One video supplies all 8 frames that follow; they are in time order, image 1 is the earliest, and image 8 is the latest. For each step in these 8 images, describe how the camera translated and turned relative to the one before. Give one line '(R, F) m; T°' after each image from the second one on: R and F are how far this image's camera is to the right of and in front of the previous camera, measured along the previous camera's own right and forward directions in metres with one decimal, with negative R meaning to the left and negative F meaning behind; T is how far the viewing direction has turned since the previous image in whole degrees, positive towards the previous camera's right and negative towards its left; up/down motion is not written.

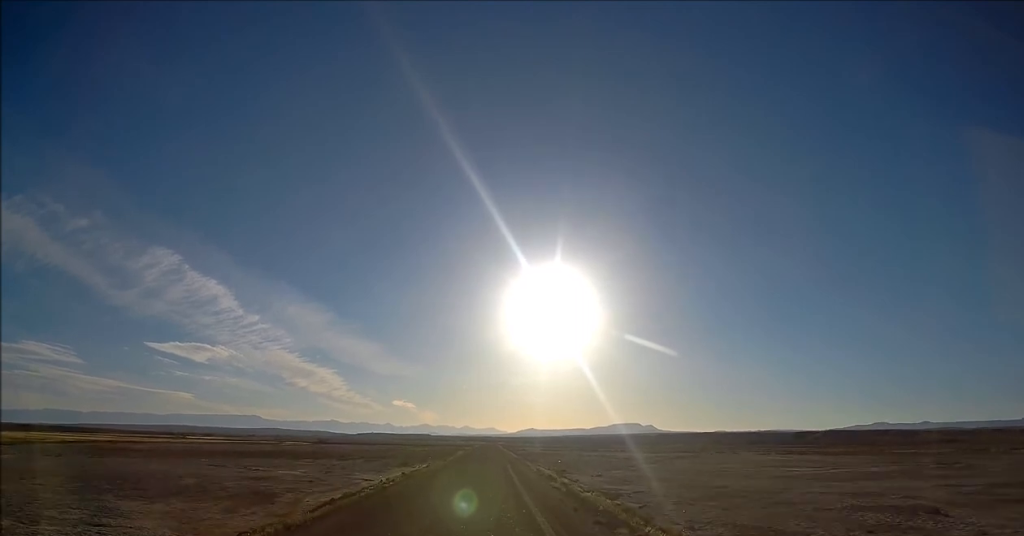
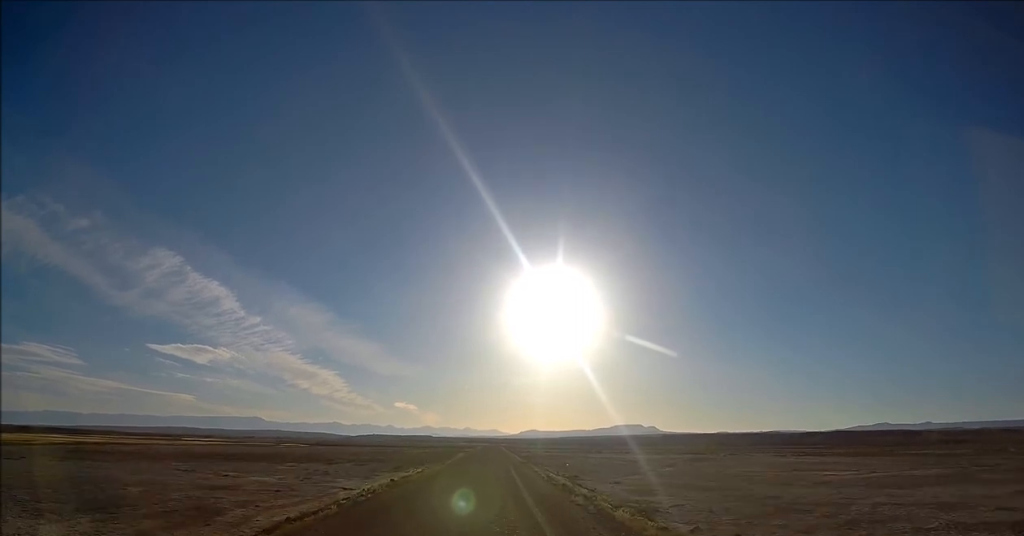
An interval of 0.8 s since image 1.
(0.0, +8.0) m; 0°
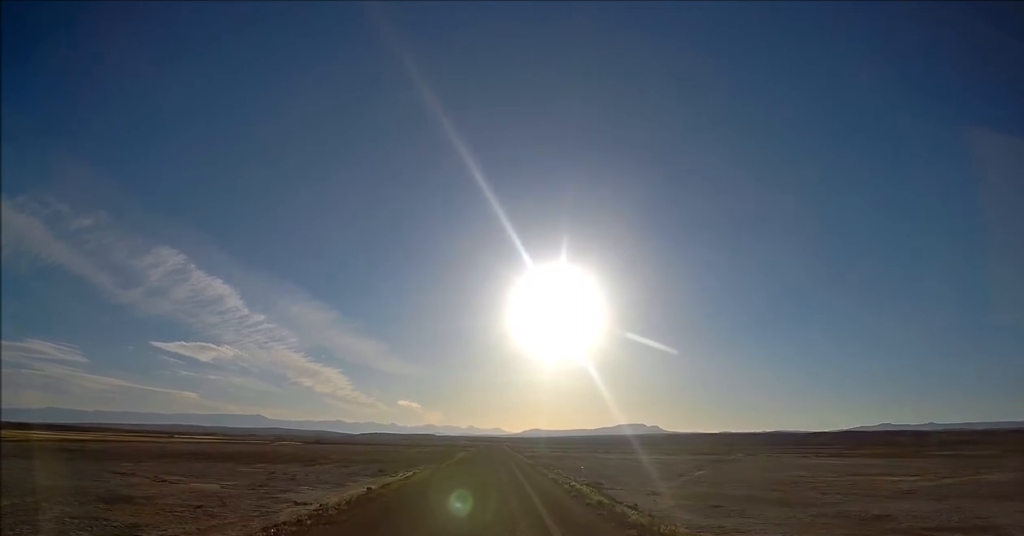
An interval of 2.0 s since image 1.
(+0.1, +12.0) m; +1°
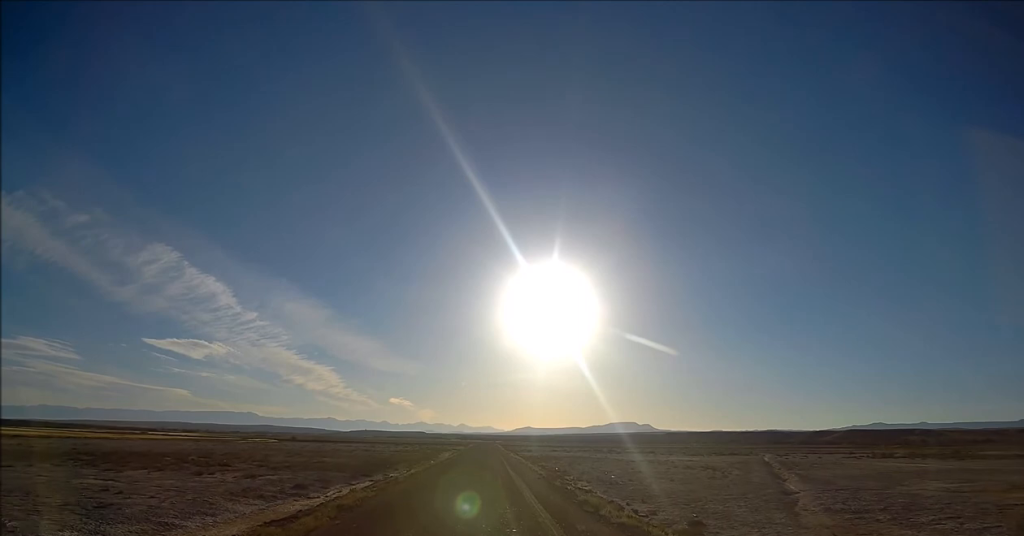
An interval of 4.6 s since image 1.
(+0.3, +26.3) m; +1°
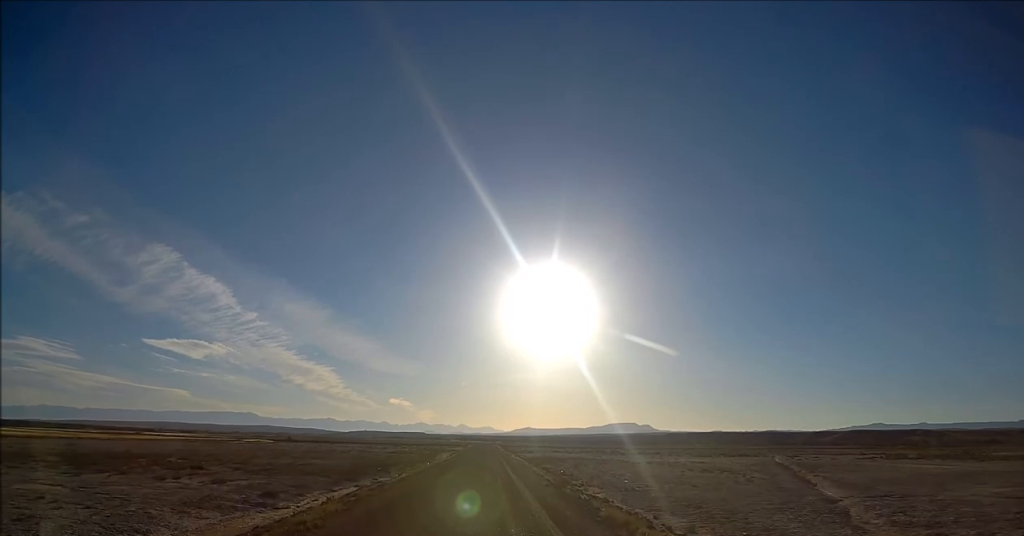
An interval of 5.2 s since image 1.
(0.0, +5.6) m; 0°
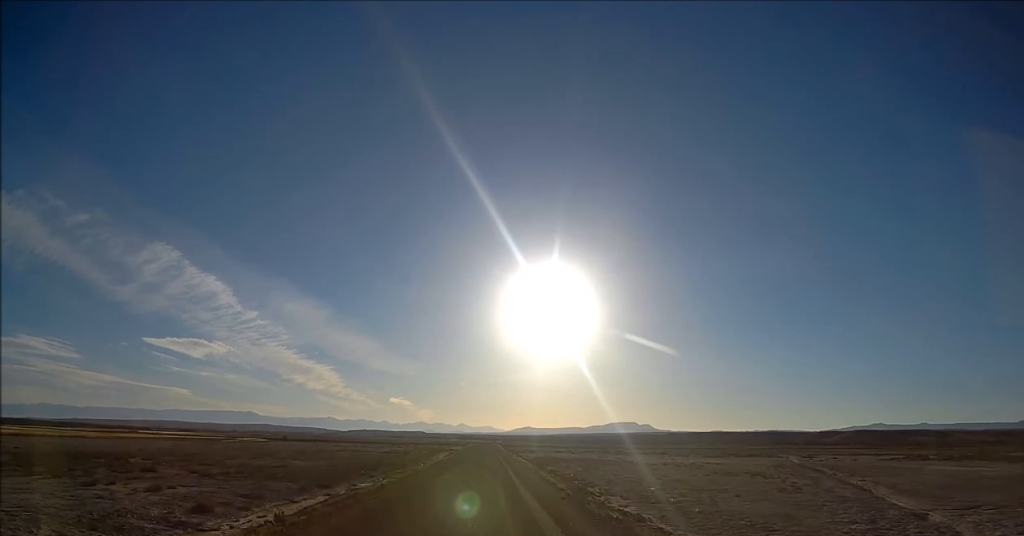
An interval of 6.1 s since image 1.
(0.0, +8.1) m; 0°
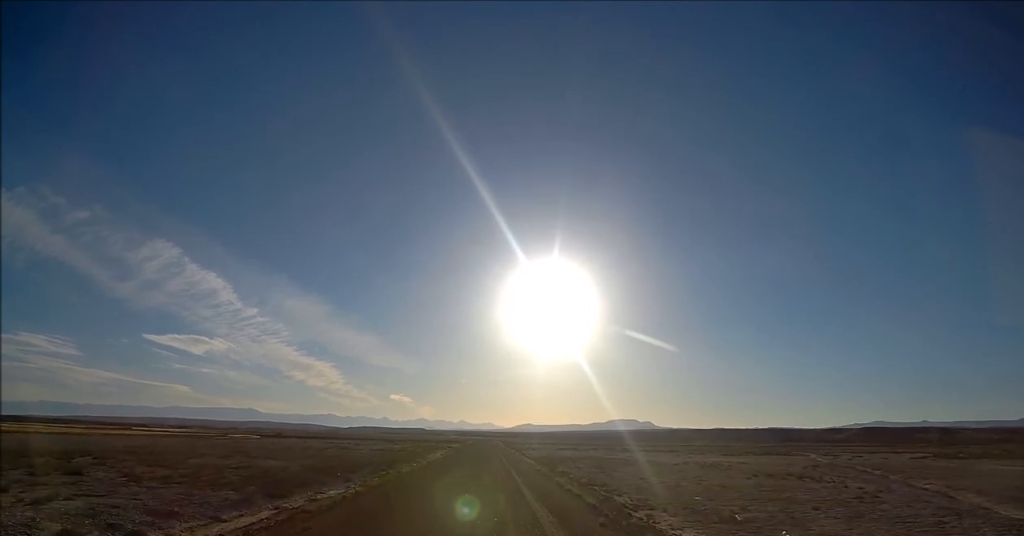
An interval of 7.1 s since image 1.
(0.0, +9.3) m; 0°
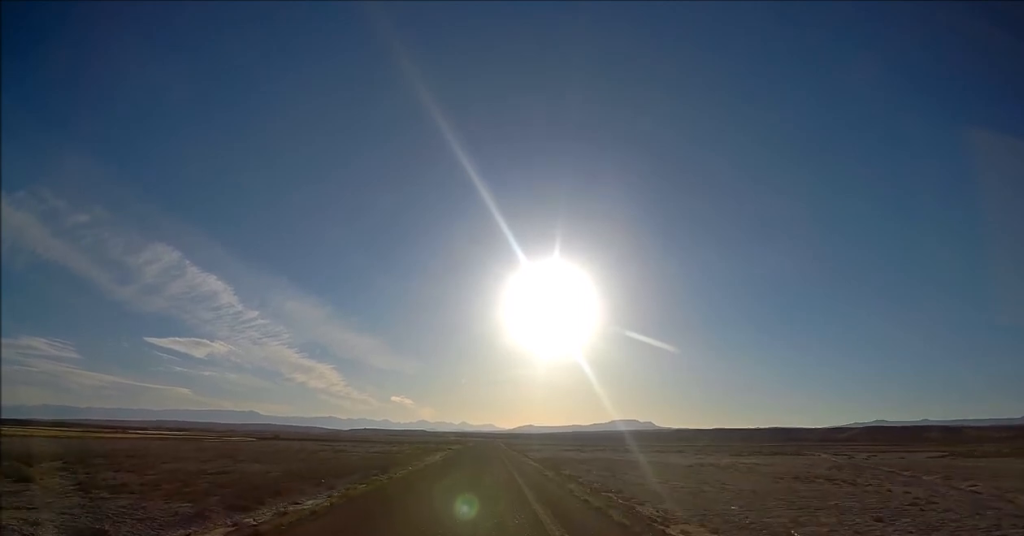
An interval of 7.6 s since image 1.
(0.0, +5.0) m; 0°
